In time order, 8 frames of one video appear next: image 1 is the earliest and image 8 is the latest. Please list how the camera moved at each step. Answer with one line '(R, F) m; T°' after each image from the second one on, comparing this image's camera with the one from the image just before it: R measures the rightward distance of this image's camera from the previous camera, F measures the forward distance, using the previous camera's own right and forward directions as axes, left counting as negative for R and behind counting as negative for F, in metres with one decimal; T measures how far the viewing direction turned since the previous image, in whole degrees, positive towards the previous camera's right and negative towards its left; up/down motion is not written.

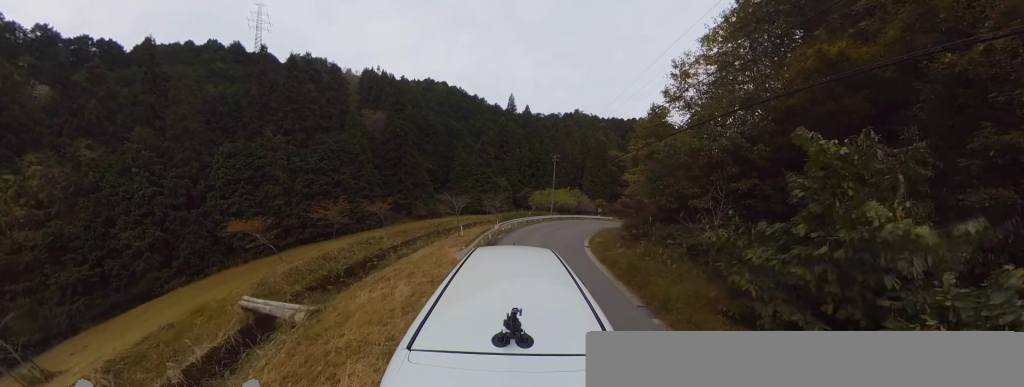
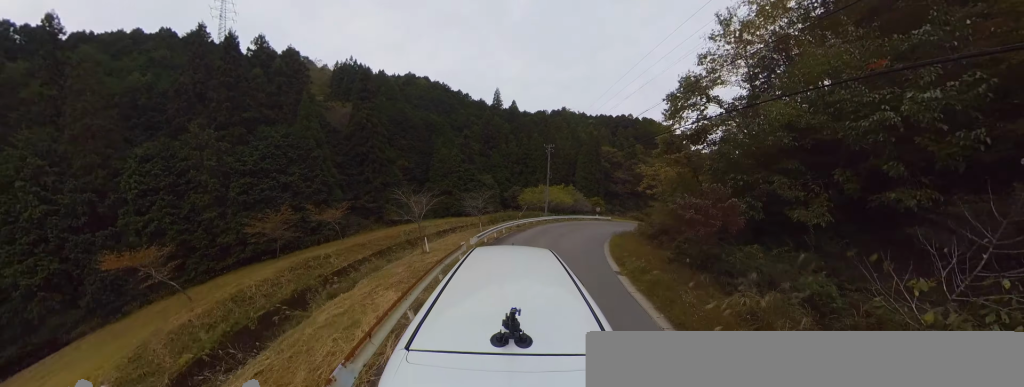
(+0.4, +5.3) m; +11°
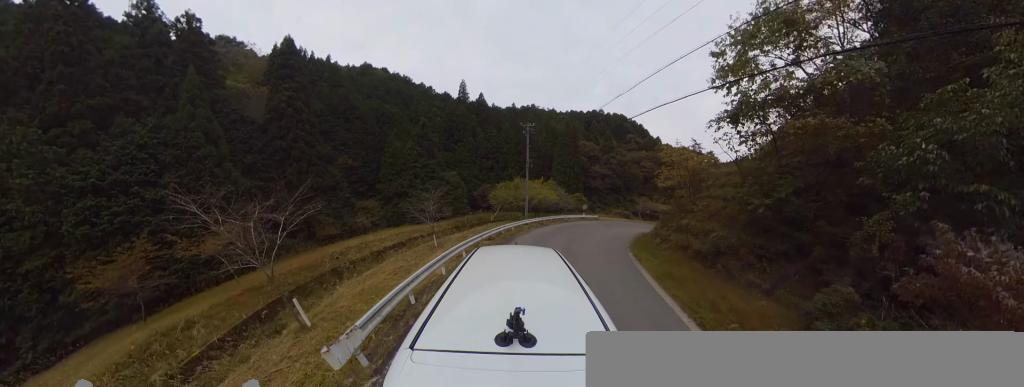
(+0.9, +6.9) m; +17°
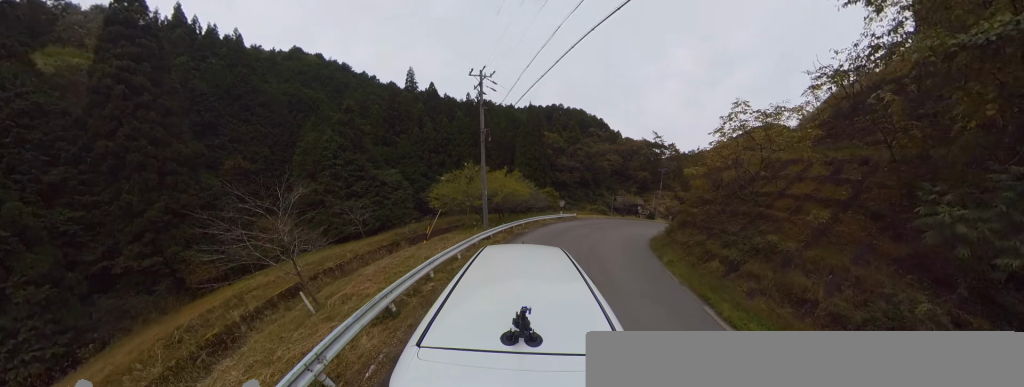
(+1.5, +7.6) m; +14°
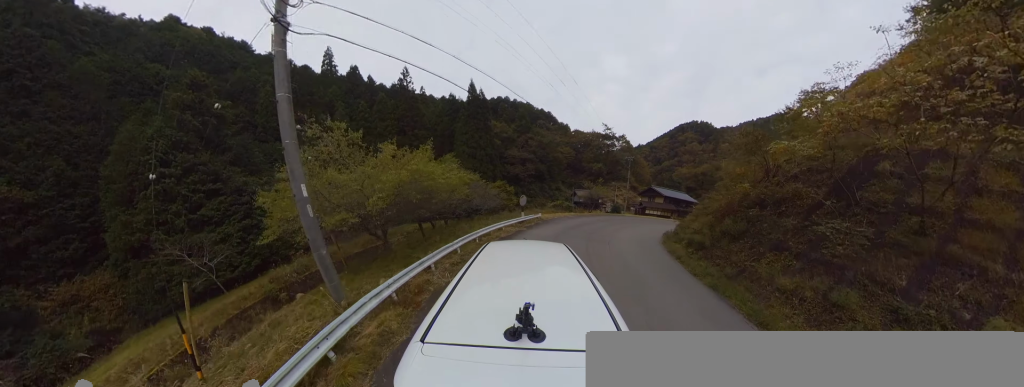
(+0.5, +7.9) m; +13°
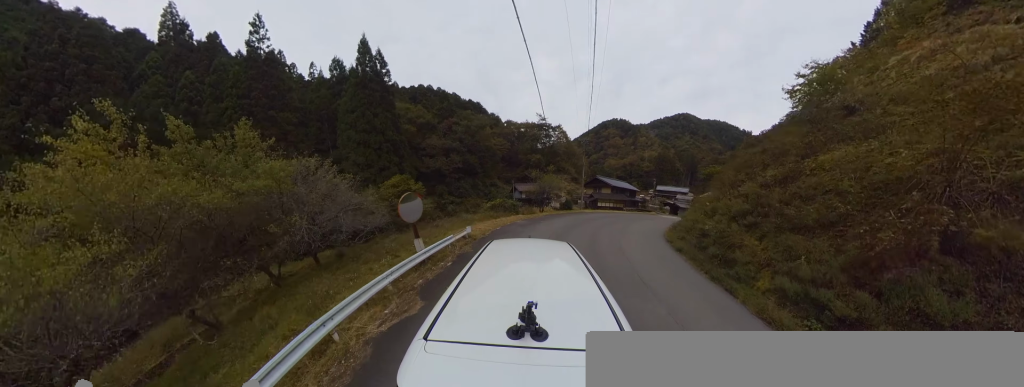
(+2.1, +9.1) m; +21°
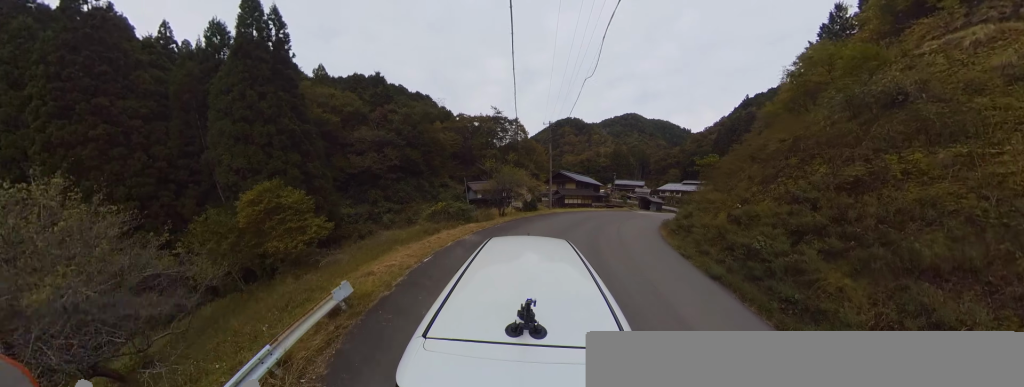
(+0.4, +5.7) m; +10°
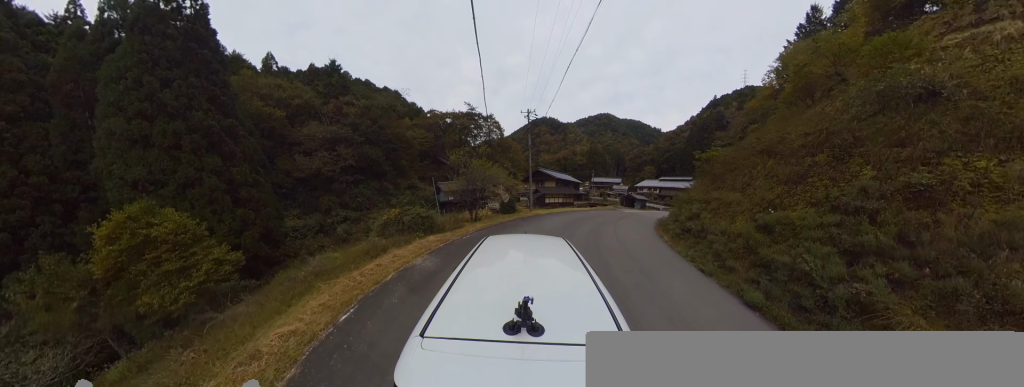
(-0.3, +3.3) m; +6°
